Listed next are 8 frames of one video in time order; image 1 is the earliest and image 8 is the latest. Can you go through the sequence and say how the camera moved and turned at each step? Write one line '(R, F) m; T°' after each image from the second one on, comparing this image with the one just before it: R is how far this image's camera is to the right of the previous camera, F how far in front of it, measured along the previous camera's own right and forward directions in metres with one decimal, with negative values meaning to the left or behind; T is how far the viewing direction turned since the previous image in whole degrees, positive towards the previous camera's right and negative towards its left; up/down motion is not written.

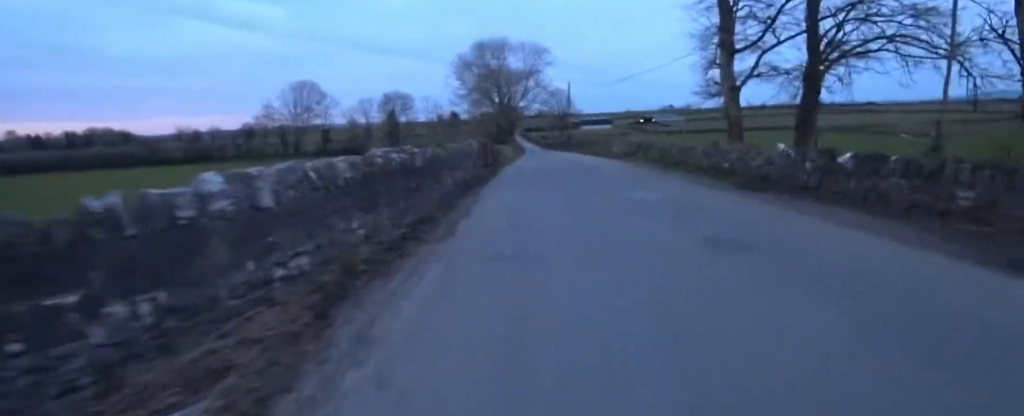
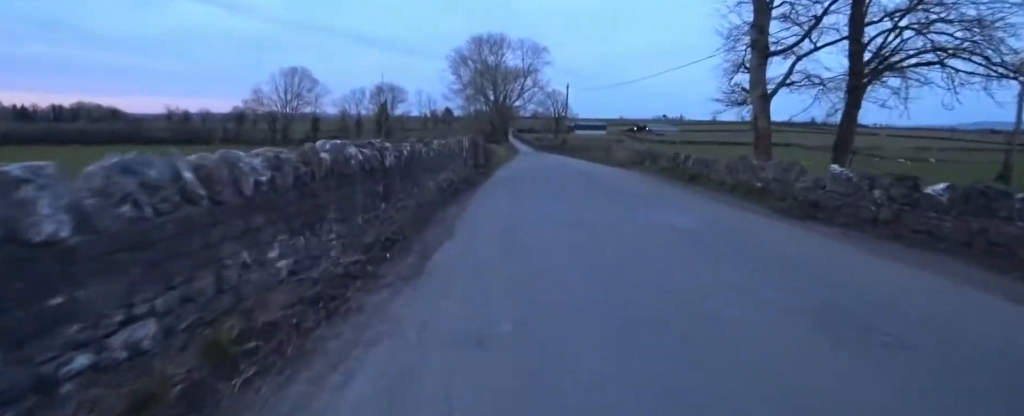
(+0.2, +2.1) m; +6°
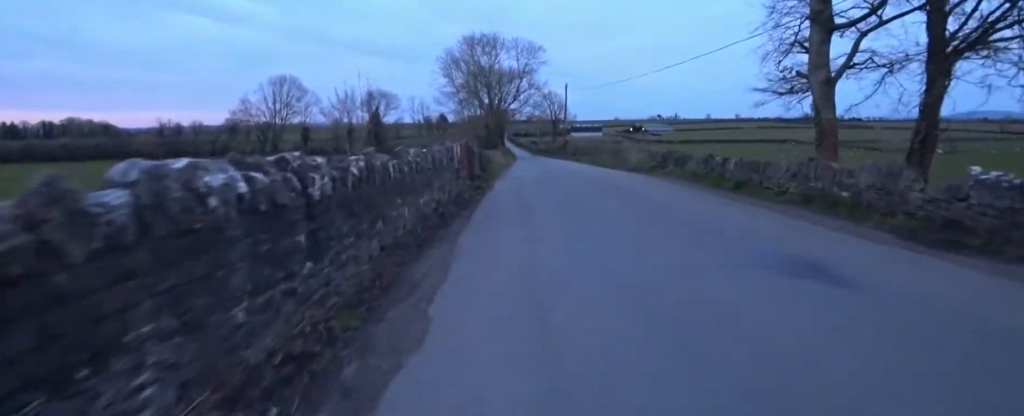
(+0.3, +2.8) m; +1°
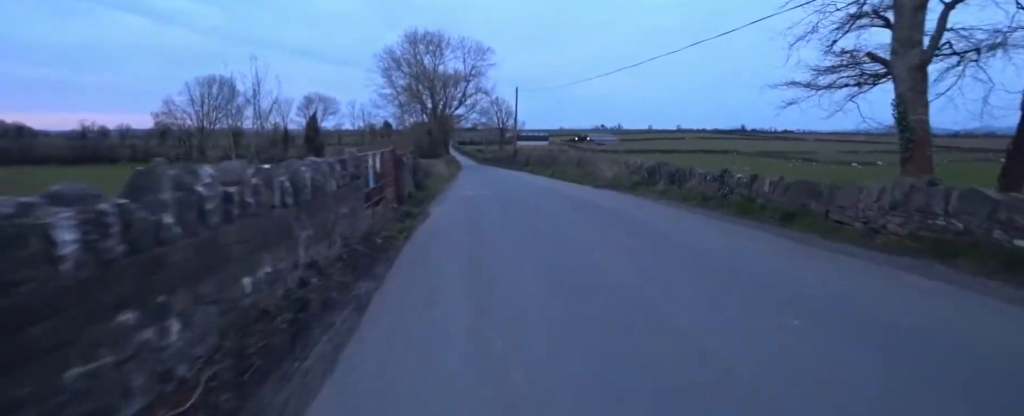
(-0.6, +4.1) m; -17°
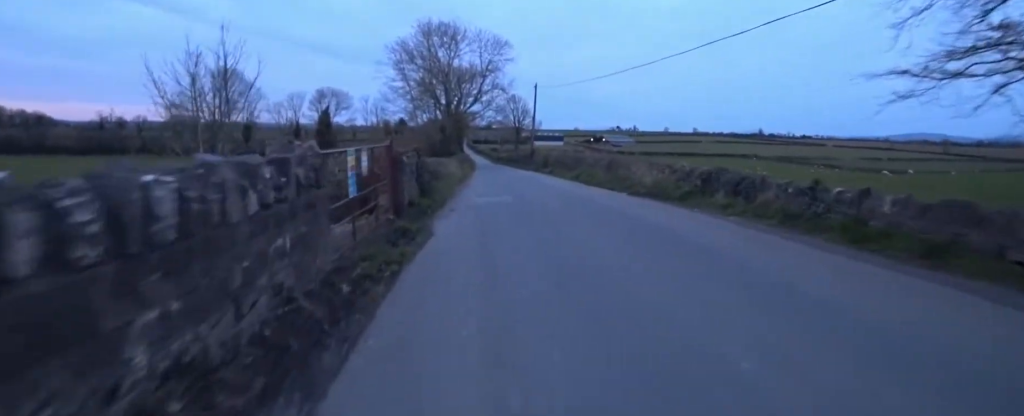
(-0.8, +2.4) m; -1°
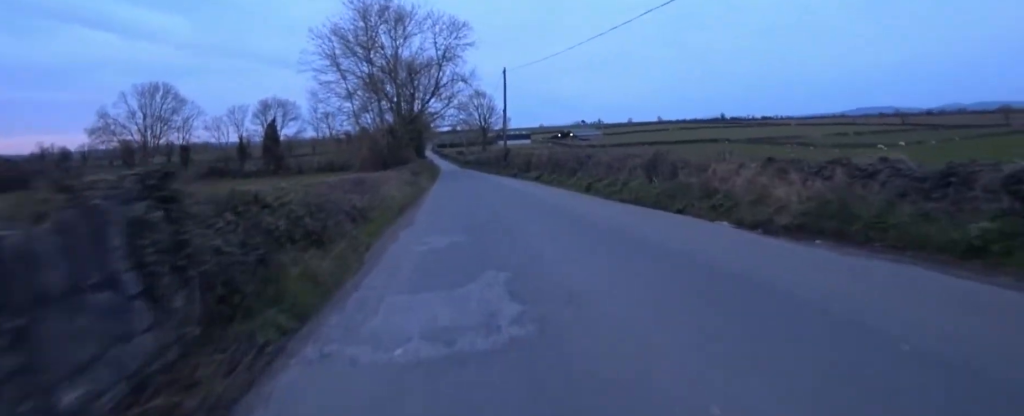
(+2.5, +7.4) m; +22°
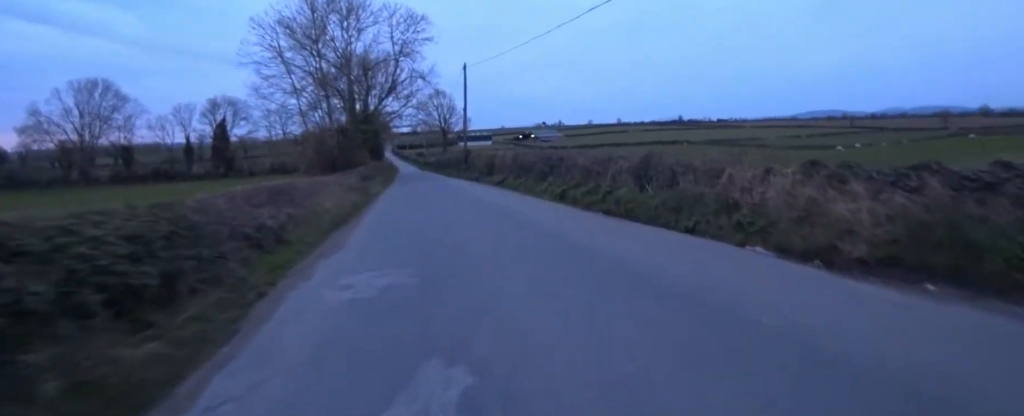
(0.0, +2.2) m; -4°
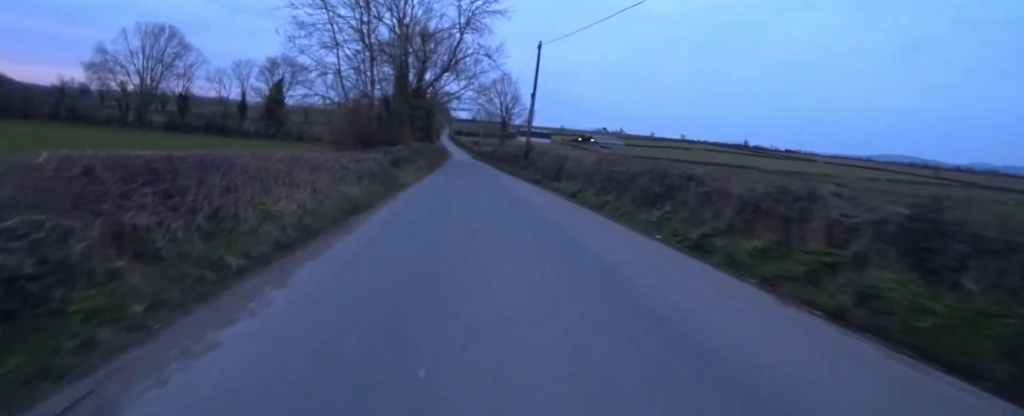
(-0.5, +4.9) m; -14°
